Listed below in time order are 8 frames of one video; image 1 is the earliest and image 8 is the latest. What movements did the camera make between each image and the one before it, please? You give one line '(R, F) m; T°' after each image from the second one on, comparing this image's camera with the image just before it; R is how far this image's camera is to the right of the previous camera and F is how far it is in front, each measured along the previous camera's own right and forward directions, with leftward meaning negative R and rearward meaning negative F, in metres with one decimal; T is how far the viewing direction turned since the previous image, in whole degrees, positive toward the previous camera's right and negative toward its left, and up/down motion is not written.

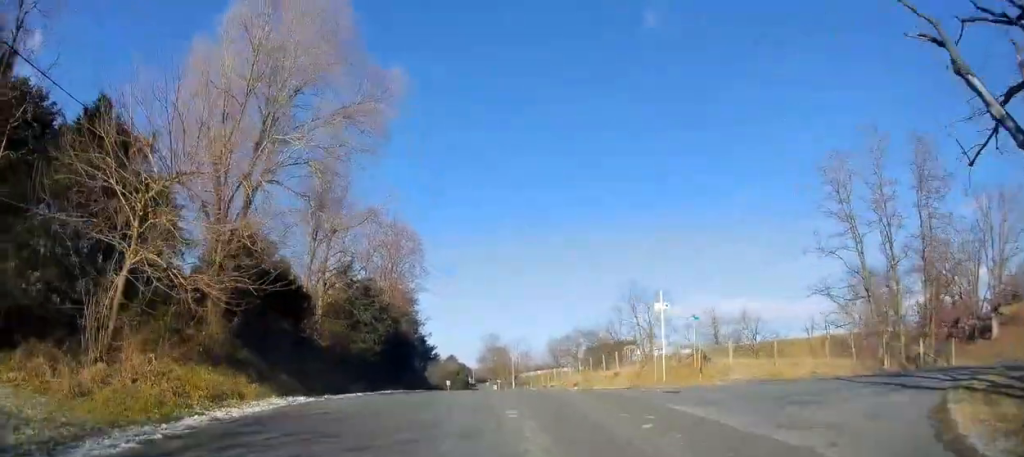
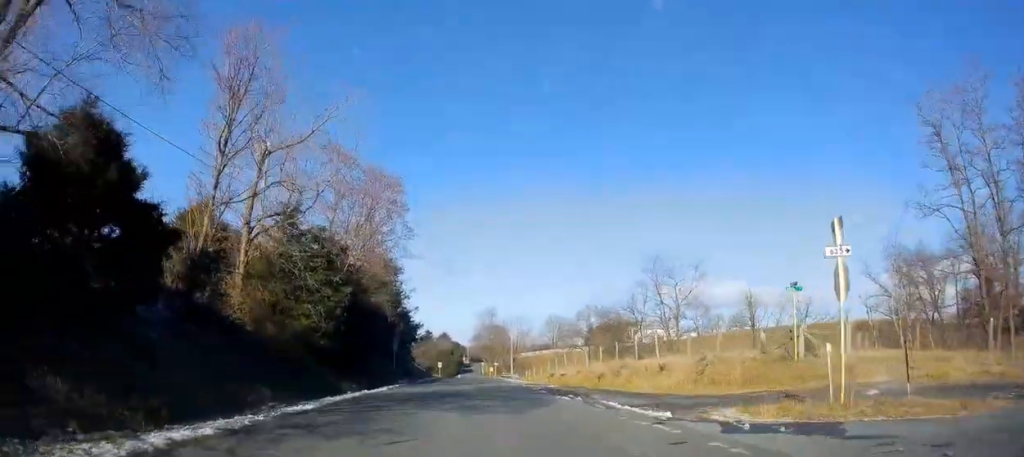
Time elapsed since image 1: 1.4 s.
(+1.1, +11.3) m; -1°
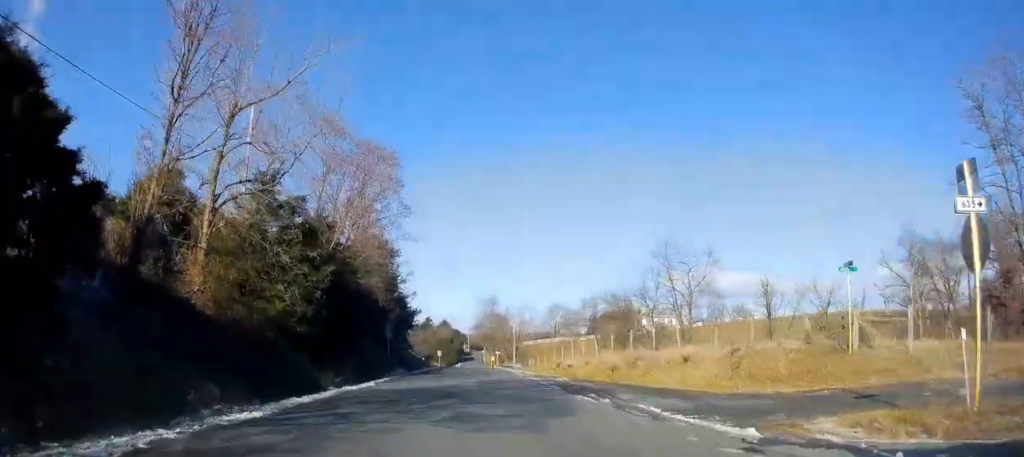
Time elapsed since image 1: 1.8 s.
(-0.5, +3.6) m; -2°
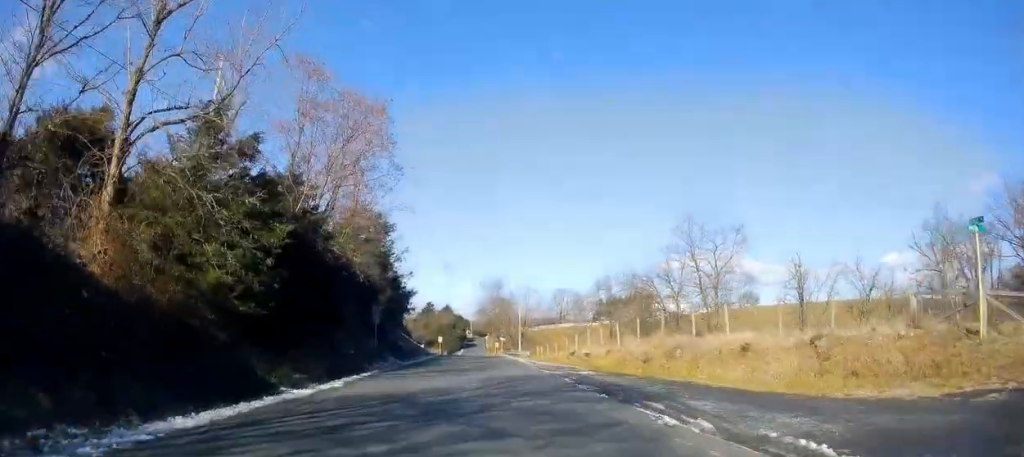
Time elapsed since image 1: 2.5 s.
(-0.5, +5.9) m; -2°
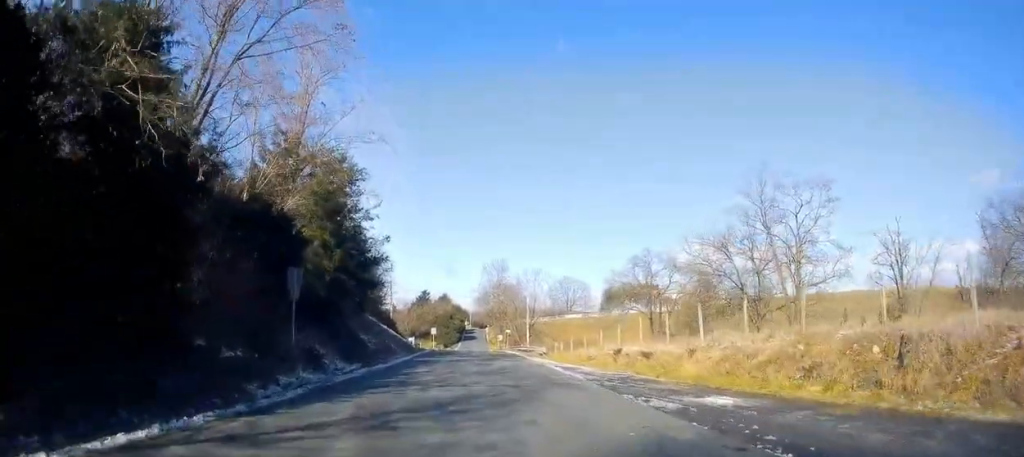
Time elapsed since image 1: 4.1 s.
(+0.9, +14.8) m; +2°
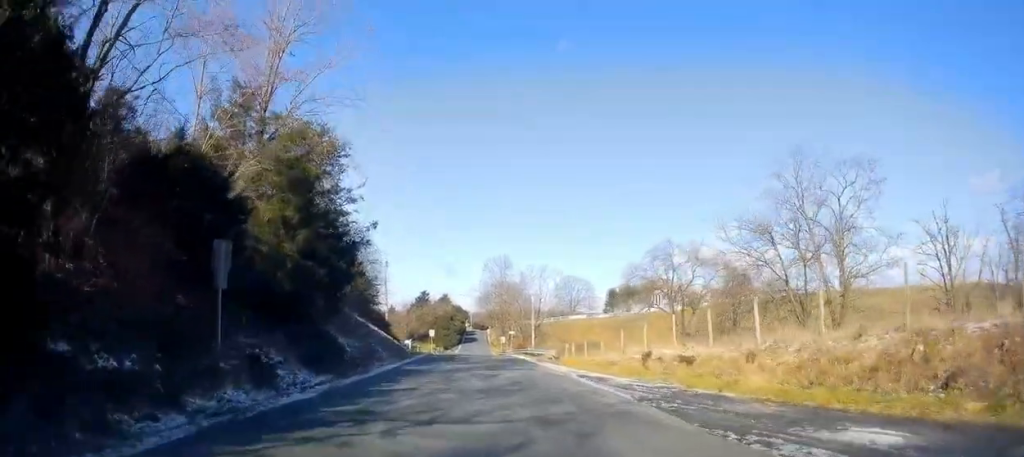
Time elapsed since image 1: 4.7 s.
(0.0, +5.3) m; 0°
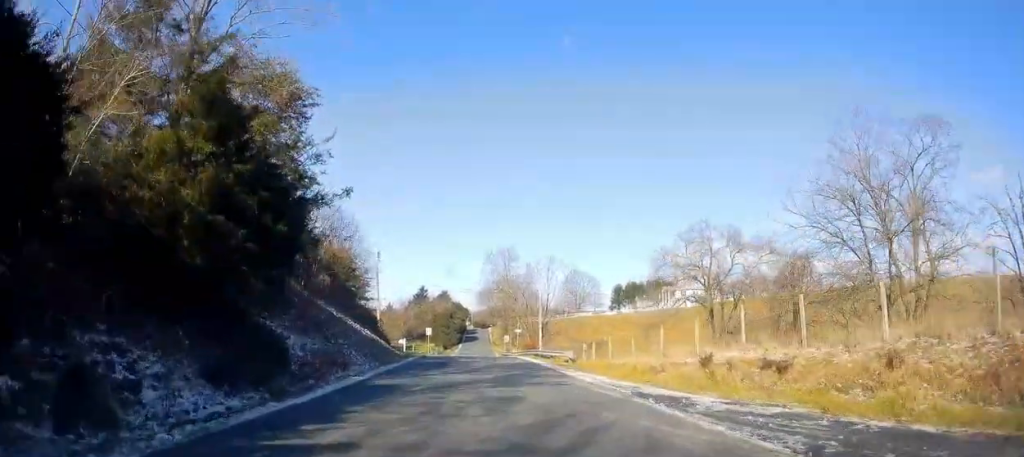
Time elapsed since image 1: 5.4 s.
(-0.3, +7.1) m; +1°
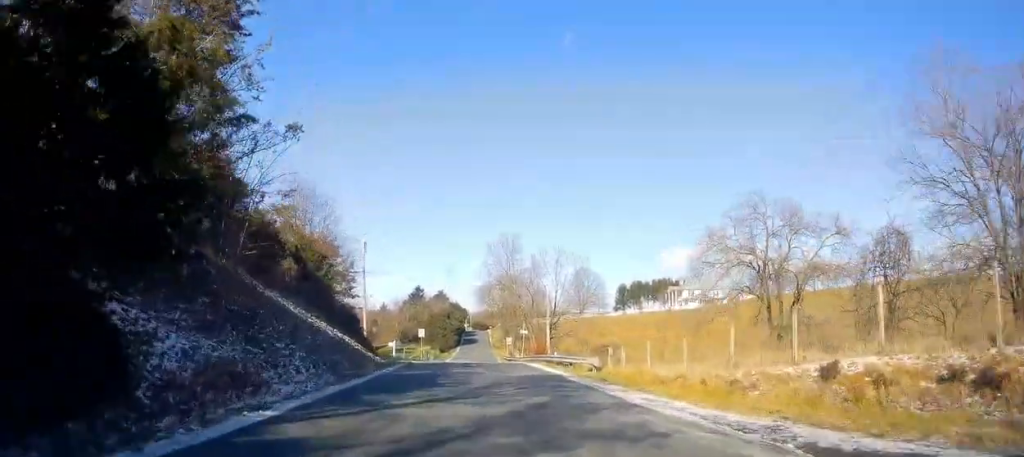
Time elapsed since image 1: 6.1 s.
(+0.4, +7.8) m; +1°
